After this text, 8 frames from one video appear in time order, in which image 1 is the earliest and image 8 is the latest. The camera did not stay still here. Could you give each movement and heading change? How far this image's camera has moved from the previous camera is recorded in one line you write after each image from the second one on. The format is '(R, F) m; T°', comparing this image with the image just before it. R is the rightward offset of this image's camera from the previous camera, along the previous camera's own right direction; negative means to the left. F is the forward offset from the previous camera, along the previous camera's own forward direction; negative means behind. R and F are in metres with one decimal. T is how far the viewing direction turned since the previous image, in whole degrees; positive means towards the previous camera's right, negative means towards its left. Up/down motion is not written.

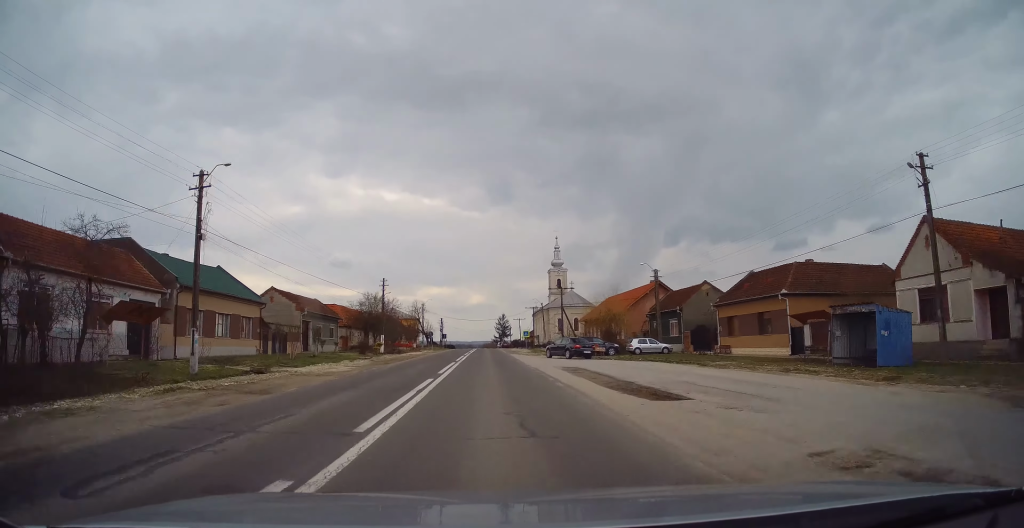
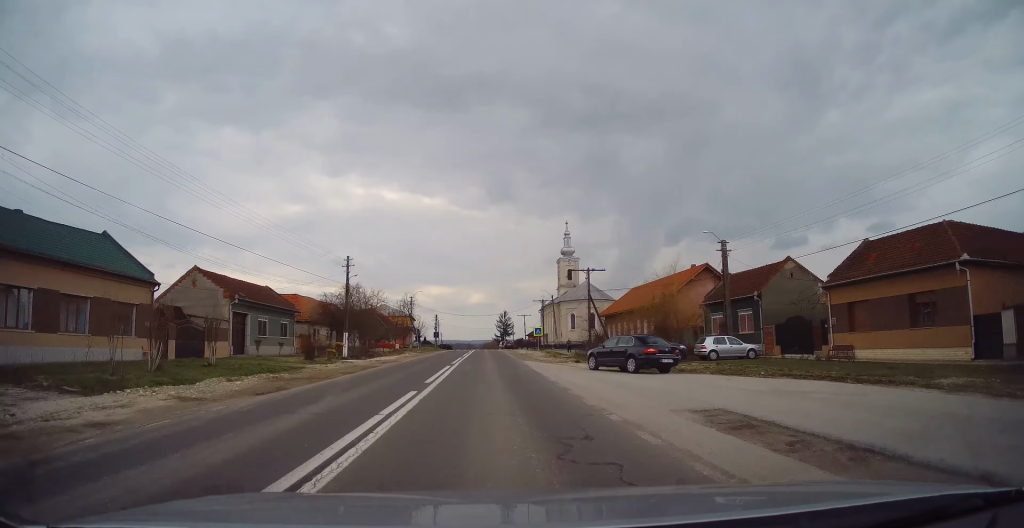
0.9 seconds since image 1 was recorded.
(+0.1, +16.1) m; +1°
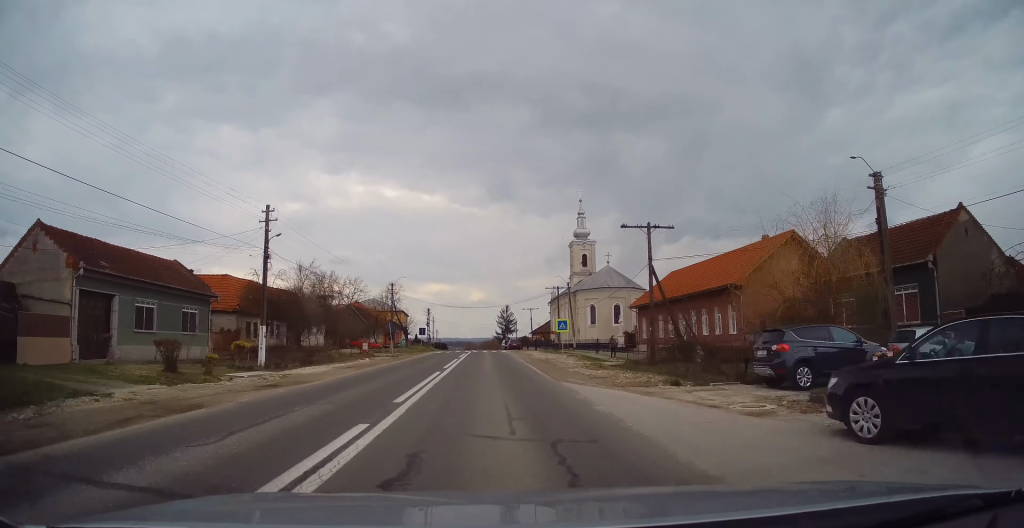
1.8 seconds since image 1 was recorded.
(+0.2, +17.1) m; +1°
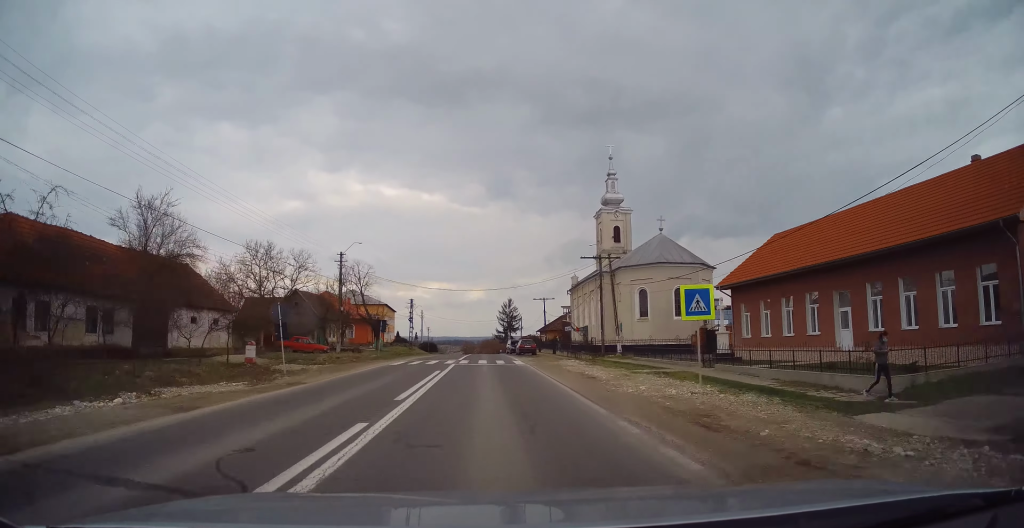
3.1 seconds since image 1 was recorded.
(0.0, +23.8) m; -1°
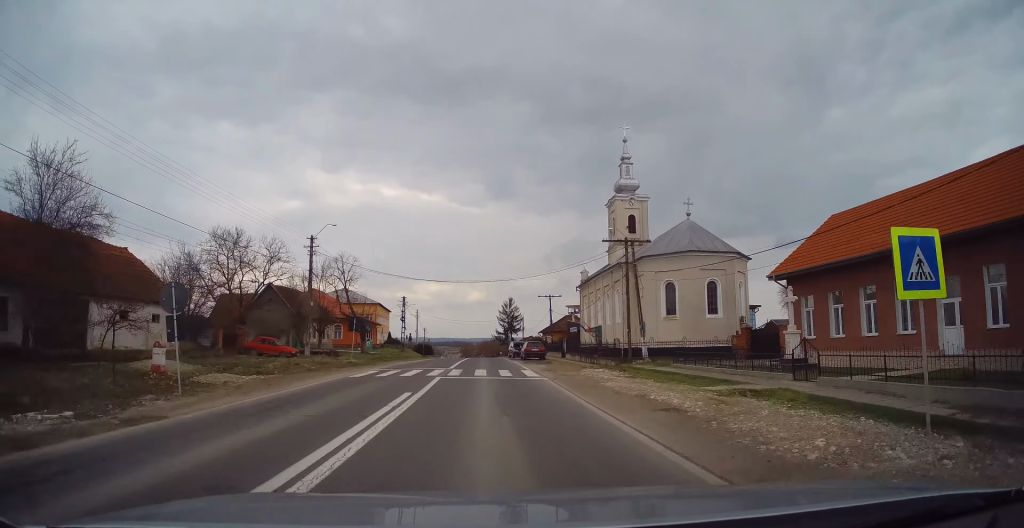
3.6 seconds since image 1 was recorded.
(-0.1, +7.5) m; 0°
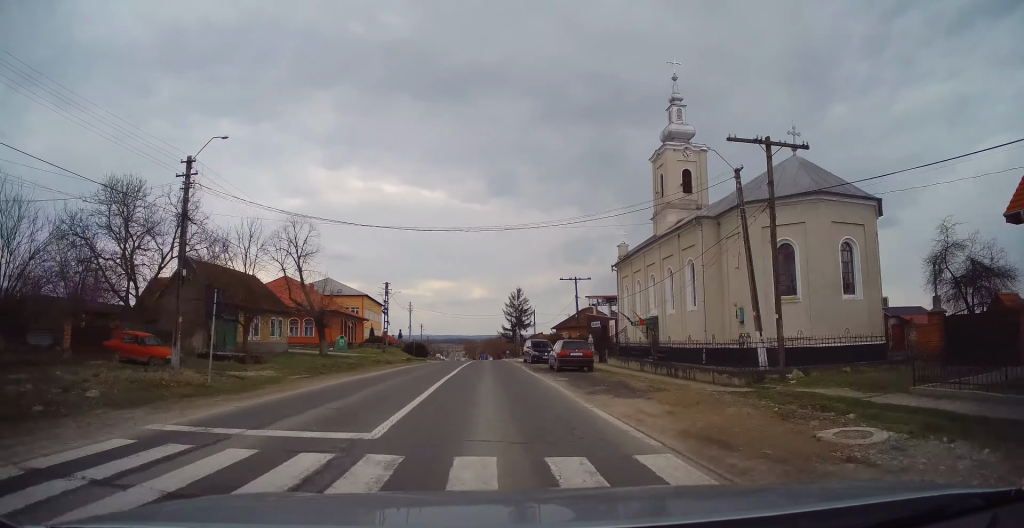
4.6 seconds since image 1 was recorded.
(0.0, +16.7) m; -1°
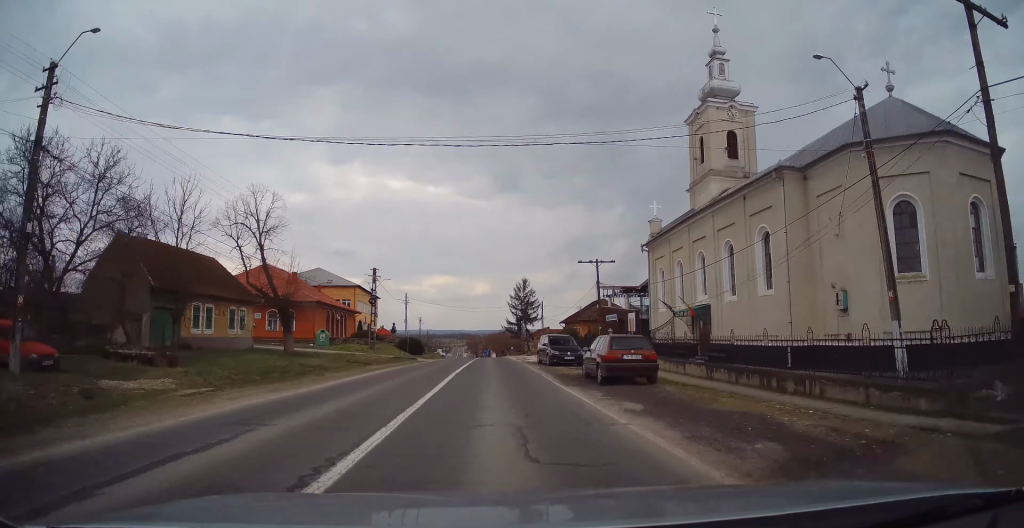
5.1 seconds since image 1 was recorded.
(0.0, +8.5) m; 0°
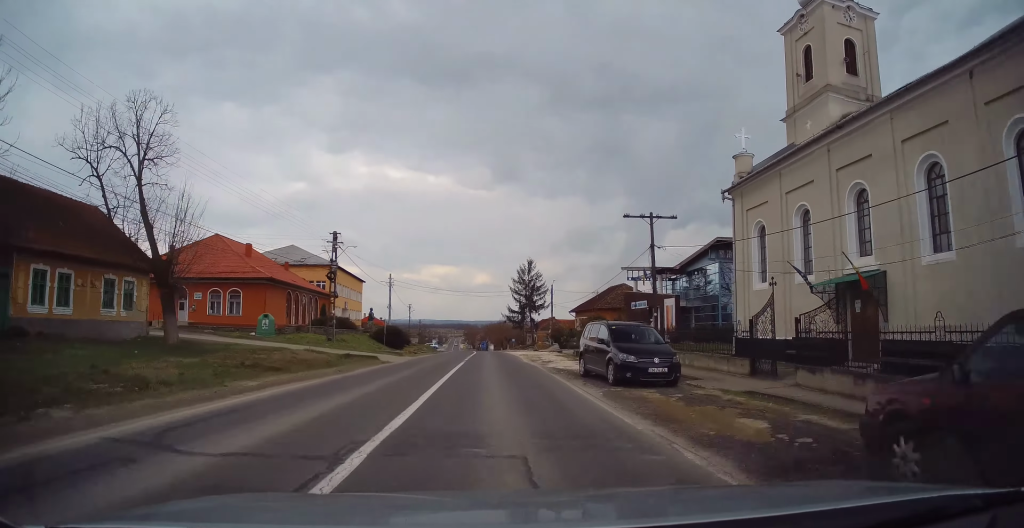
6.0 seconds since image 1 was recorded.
(-0.1, +13.5) m; 0°
